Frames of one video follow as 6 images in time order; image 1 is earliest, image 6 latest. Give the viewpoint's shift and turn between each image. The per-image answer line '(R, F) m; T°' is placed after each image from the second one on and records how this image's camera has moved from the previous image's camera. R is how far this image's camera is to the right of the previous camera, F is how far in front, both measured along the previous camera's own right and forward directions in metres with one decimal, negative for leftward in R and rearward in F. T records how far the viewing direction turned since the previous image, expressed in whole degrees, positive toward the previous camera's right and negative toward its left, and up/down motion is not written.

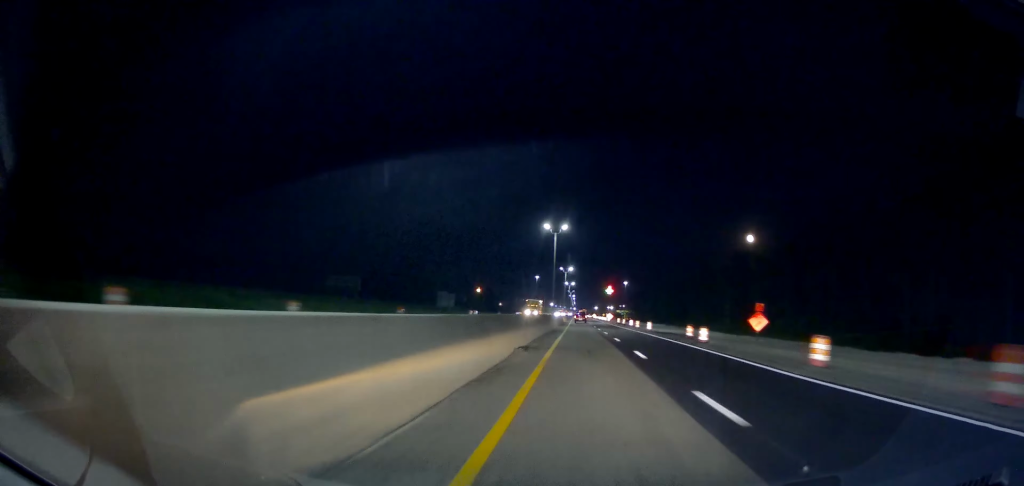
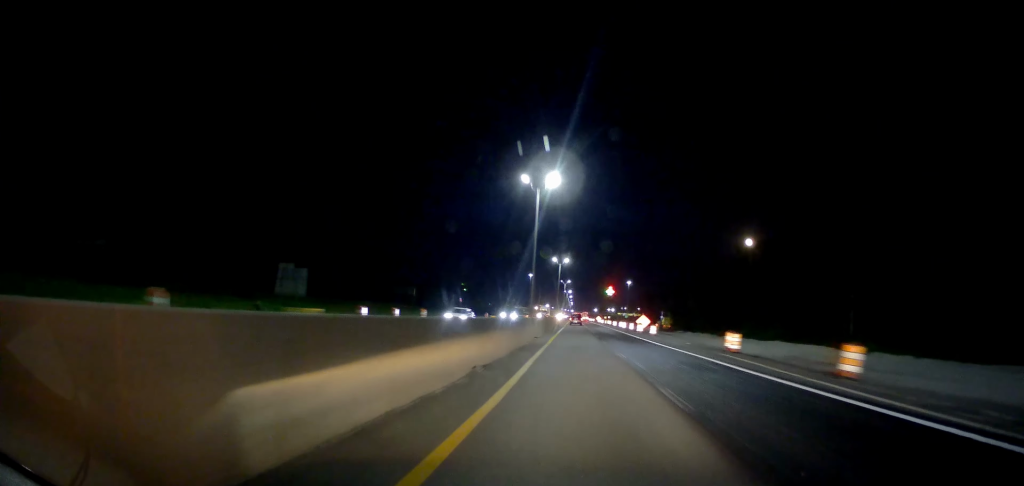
(+1.2, +81.8) m; +1°
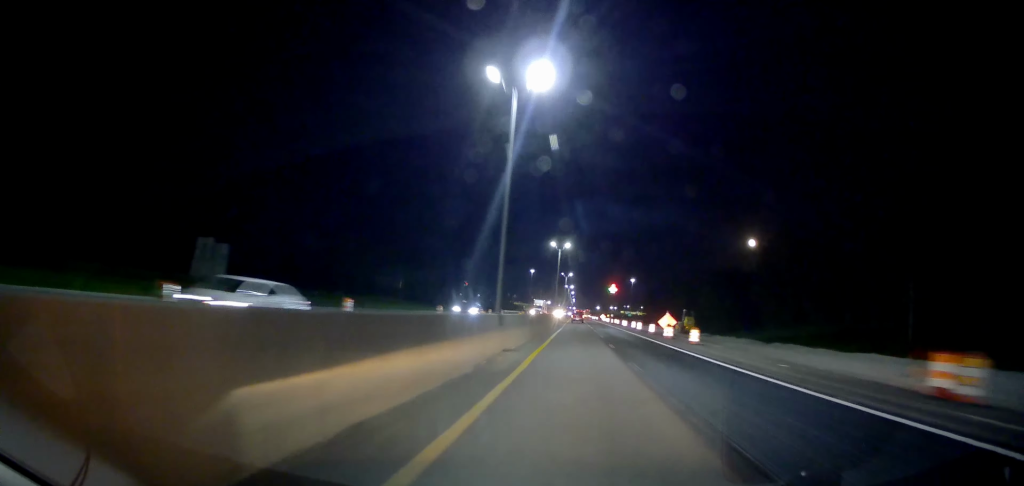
(0.0, +17.7) m; 0°
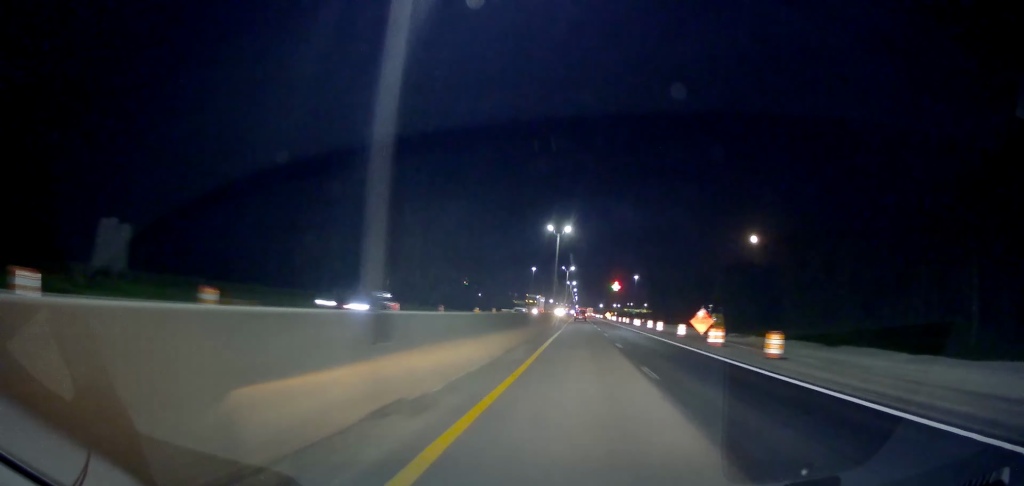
(0.0, +13.9) m; -1°
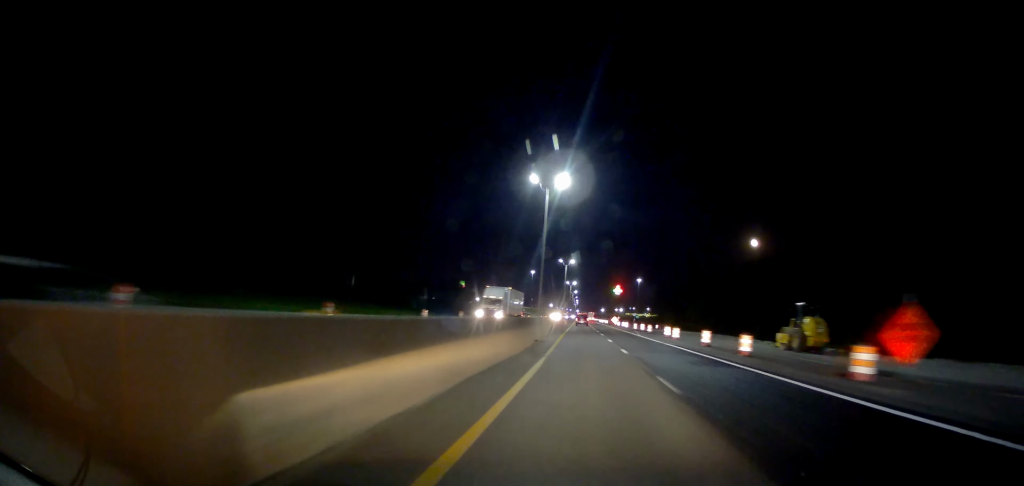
(-0.3, +26.0) m; 0°
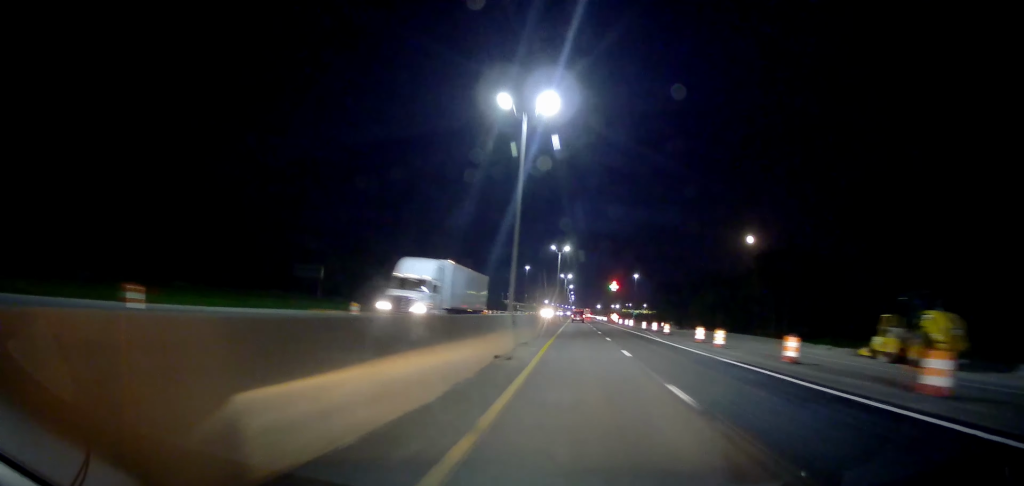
(-0.2, +14.9) m; 0°
